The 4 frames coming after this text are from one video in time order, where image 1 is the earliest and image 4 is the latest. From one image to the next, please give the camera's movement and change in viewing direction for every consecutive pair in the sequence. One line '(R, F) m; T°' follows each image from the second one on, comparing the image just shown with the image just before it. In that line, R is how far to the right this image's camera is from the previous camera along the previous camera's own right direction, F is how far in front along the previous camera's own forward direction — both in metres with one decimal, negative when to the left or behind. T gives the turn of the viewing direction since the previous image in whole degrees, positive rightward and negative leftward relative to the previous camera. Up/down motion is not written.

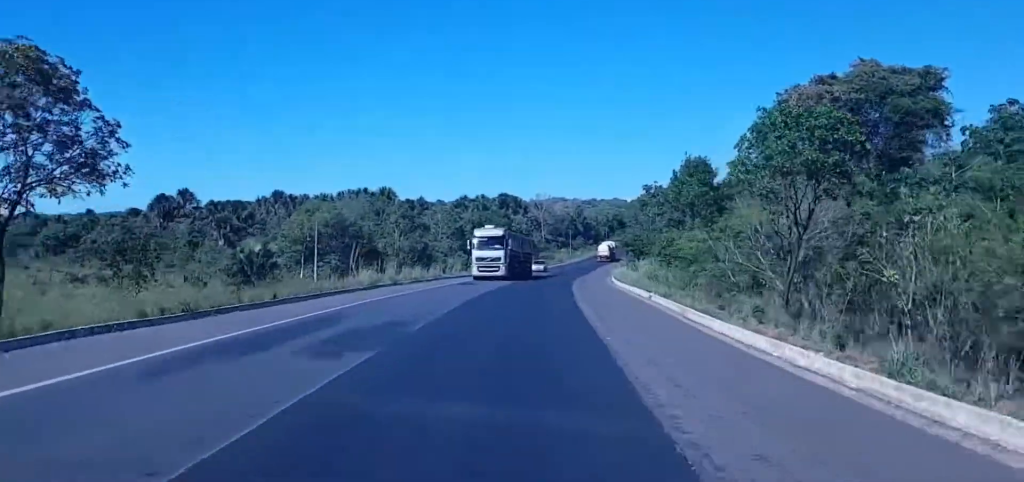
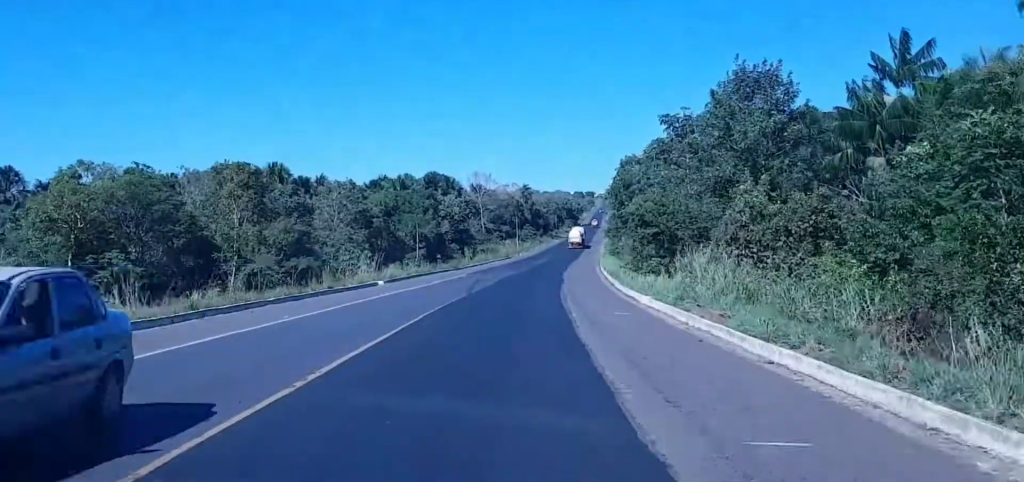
(+1.6, +56.0) m; +4°
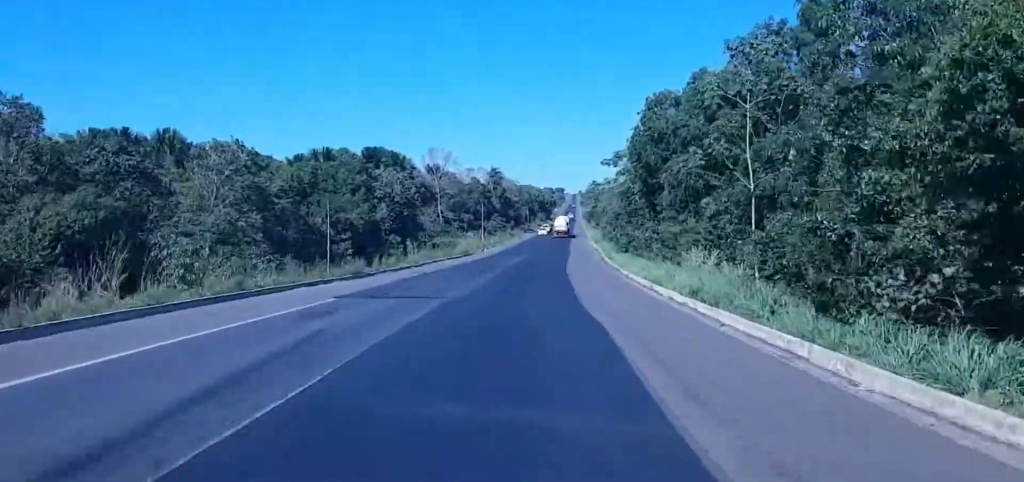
(+1.1, +43.4) m; +2°
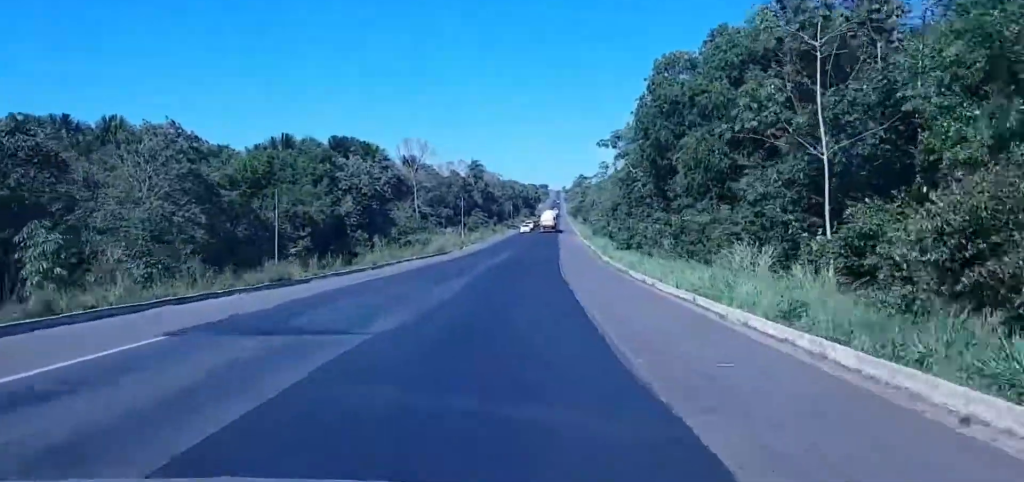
(-0.2, +12.8) m; +1°
